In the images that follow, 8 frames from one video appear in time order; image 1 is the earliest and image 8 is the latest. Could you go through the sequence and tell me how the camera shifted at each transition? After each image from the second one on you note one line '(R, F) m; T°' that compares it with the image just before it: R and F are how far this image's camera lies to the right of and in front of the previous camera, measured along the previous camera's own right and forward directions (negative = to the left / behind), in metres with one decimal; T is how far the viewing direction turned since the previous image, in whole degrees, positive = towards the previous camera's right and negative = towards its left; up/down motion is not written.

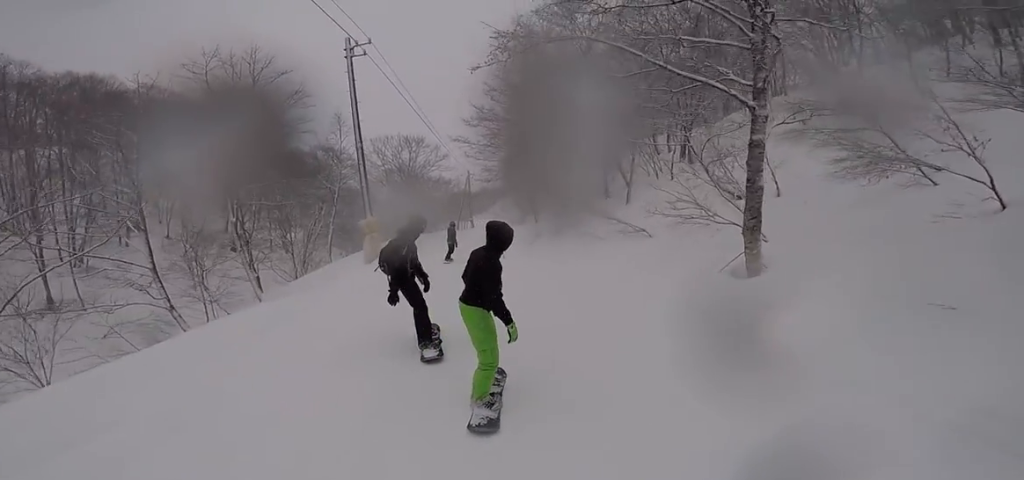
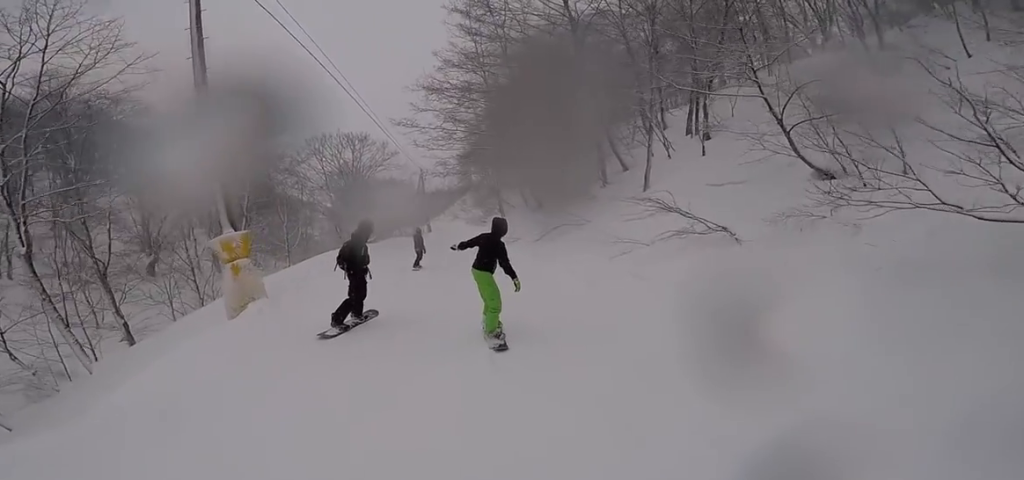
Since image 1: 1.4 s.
(0.0, +6.2) m; +1°
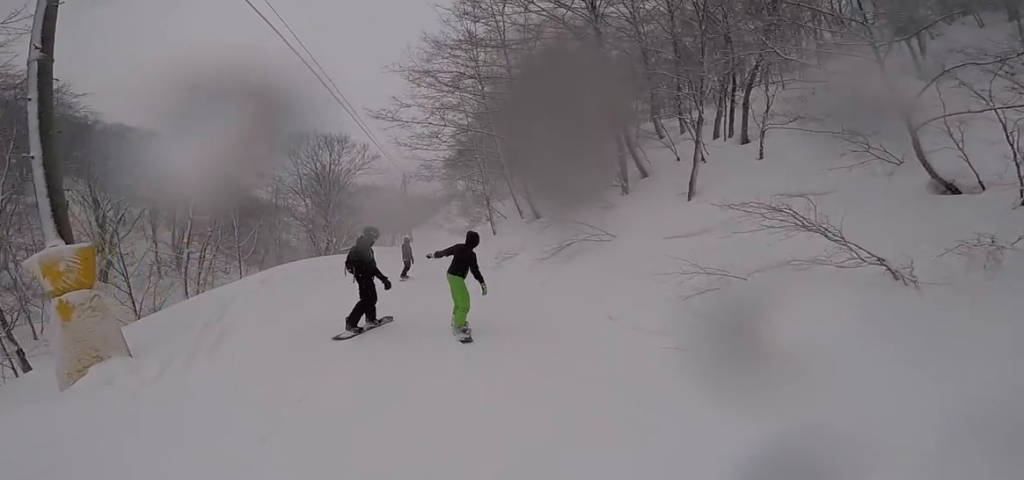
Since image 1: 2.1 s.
(0.0, +3.3) m; +3°
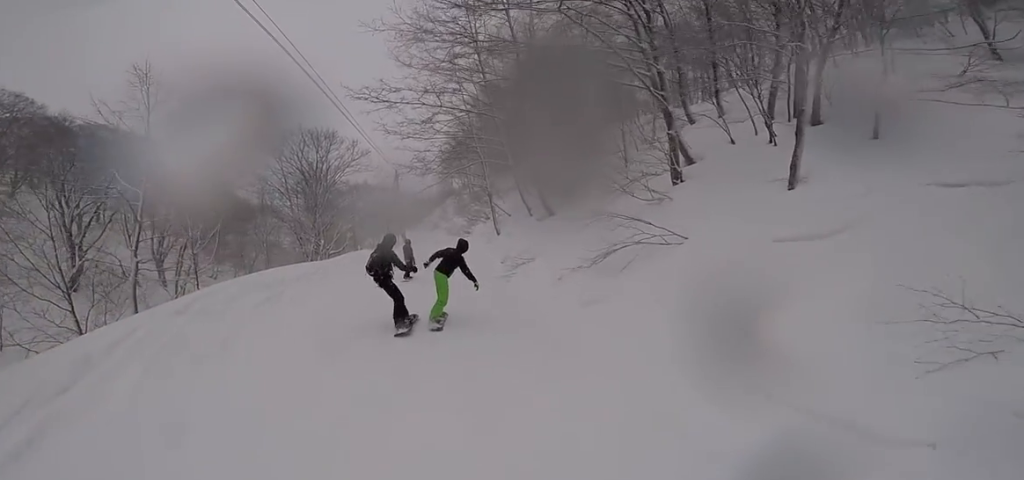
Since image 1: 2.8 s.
(0.0, +3.2) m; +6°
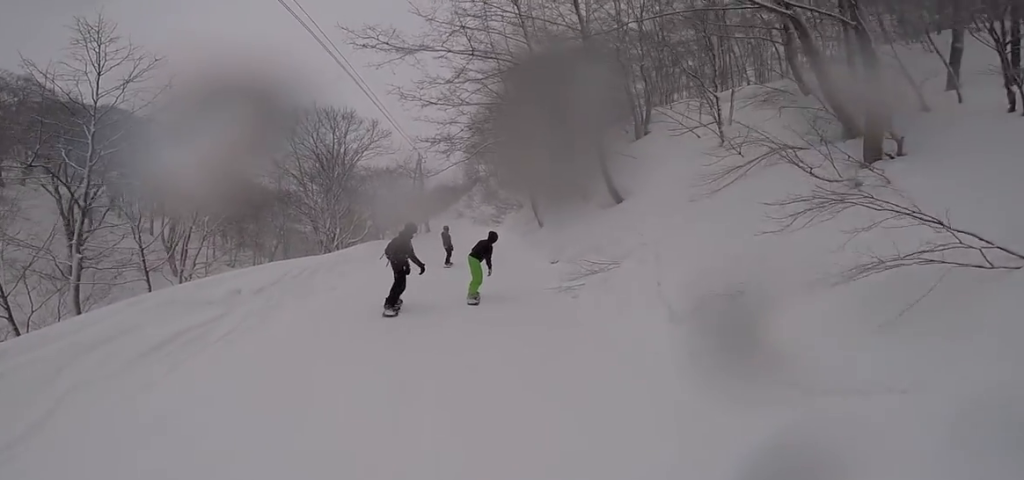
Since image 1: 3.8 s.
(+0.5, +4.7) m; 0°
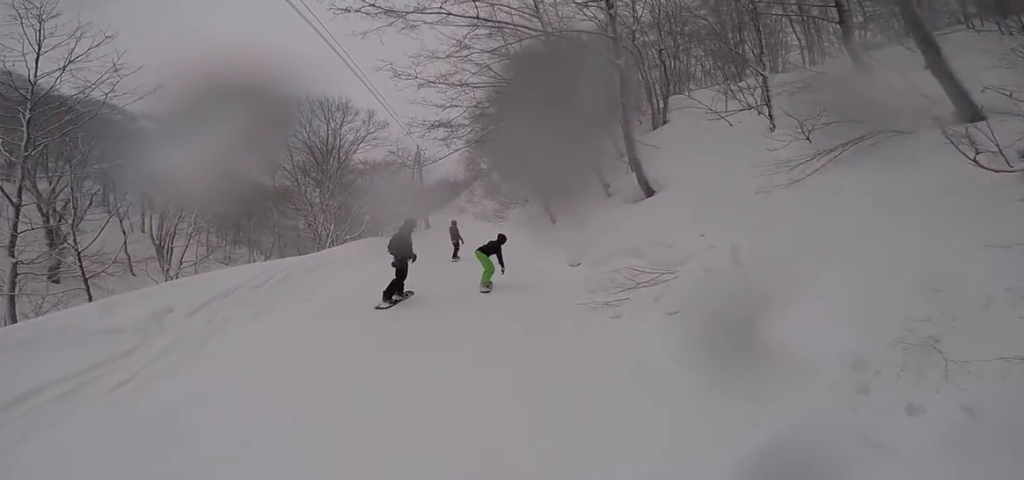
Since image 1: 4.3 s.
(-0.2, +2.2) m; -4°
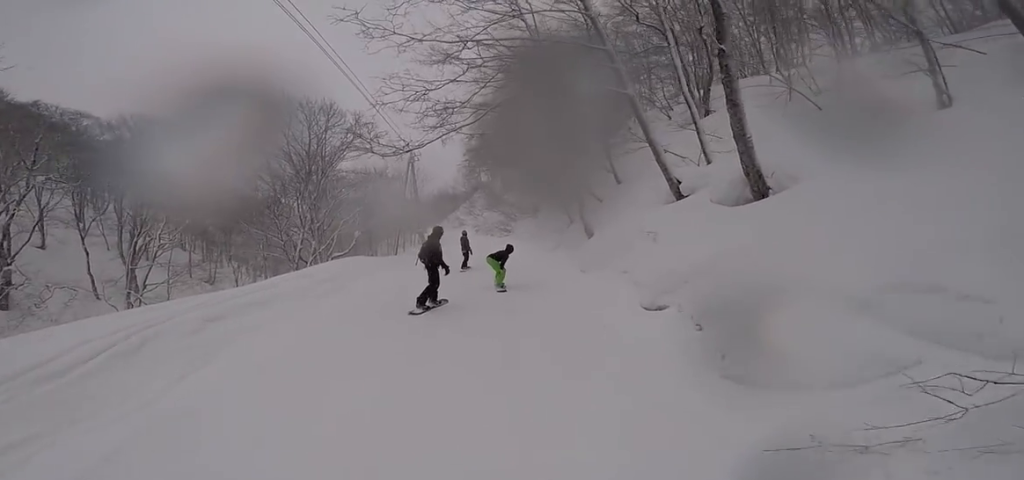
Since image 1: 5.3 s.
(-0.4, +4.6) m; -5°
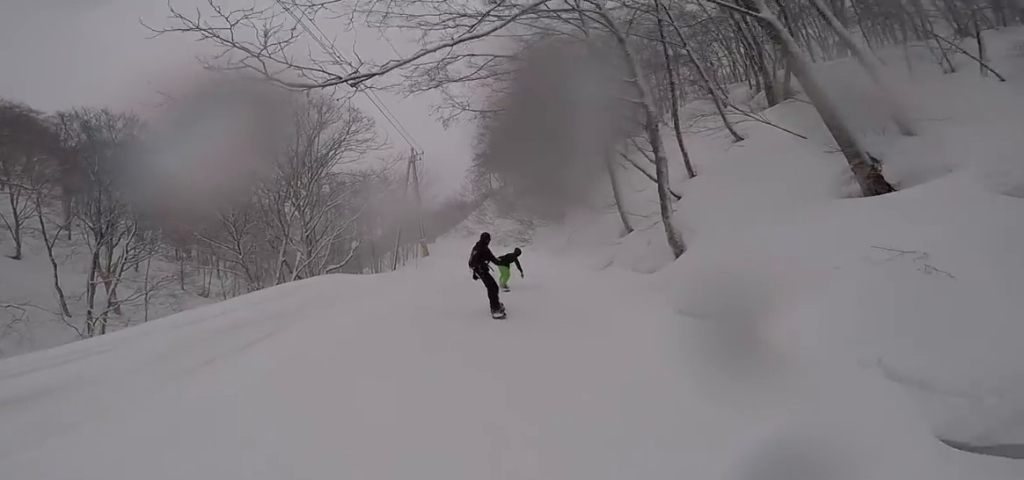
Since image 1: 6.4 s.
(0.0, +4.6) m; +4°
